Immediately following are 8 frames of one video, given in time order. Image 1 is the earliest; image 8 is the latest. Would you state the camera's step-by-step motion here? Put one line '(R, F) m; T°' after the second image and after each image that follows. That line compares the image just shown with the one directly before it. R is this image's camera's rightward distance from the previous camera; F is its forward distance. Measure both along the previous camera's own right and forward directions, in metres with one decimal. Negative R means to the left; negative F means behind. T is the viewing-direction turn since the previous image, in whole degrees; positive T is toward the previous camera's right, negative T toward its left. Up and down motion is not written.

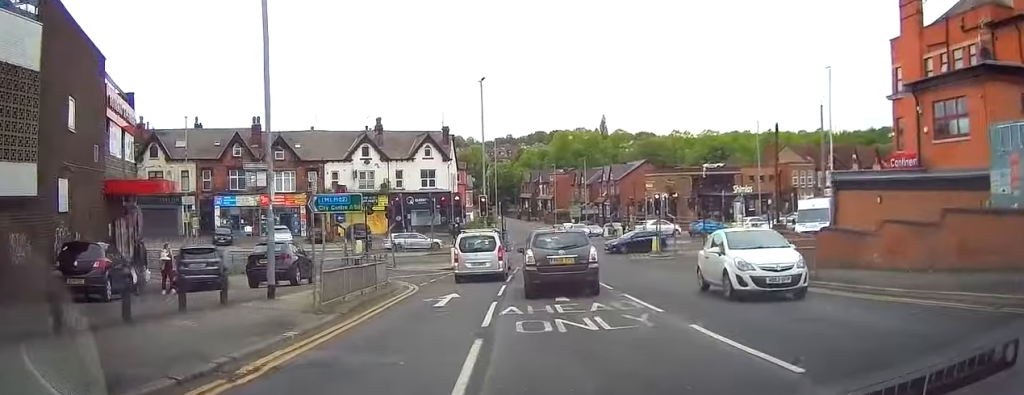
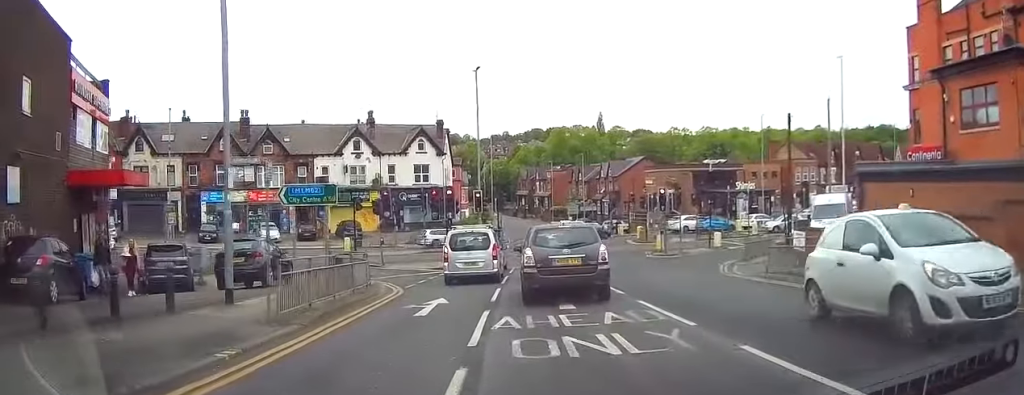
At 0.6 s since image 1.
(-0.3, +1.9) m; -3°
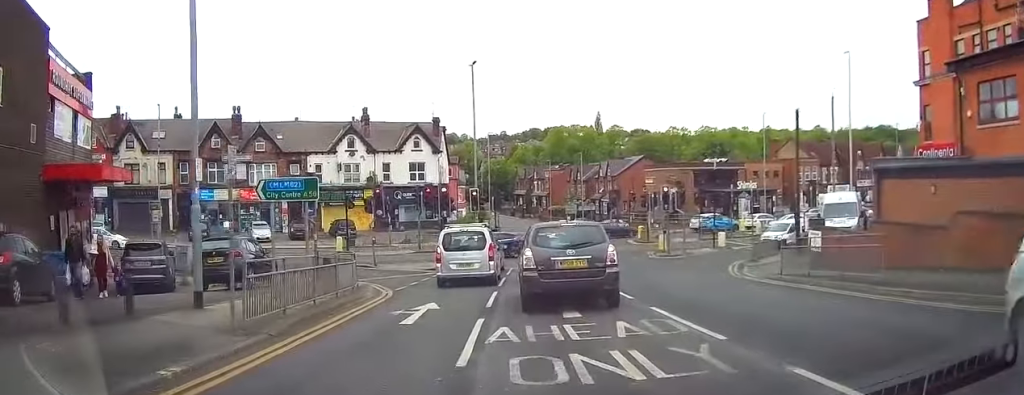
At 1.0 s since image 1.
(-0.1, +1.4) m; -2°
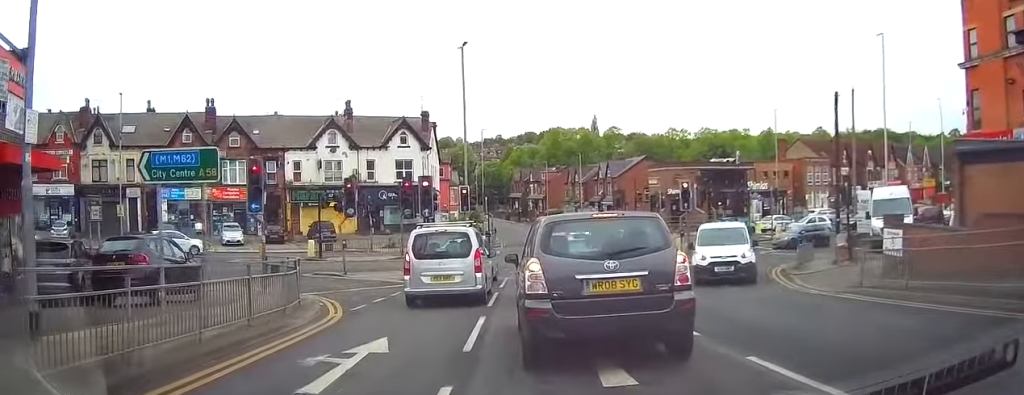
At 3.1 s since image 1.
(+0.8, +4.3) m; +10°
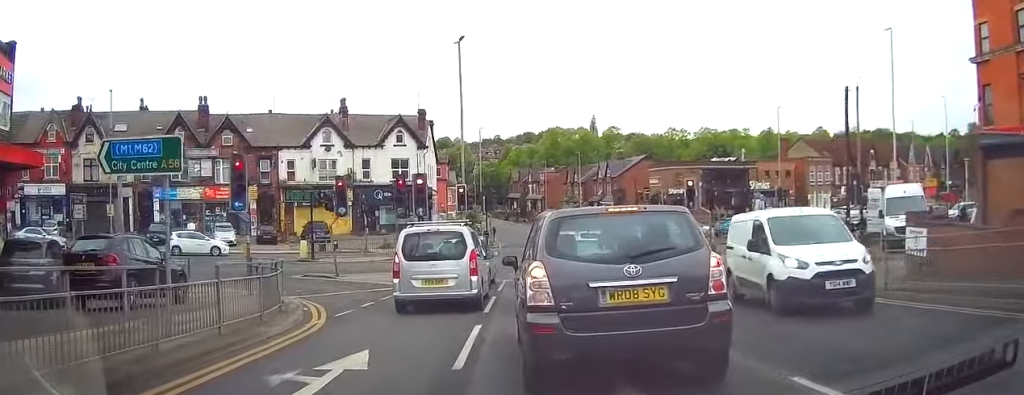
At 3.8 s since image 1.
(-0.1, +0.6) m; 0°
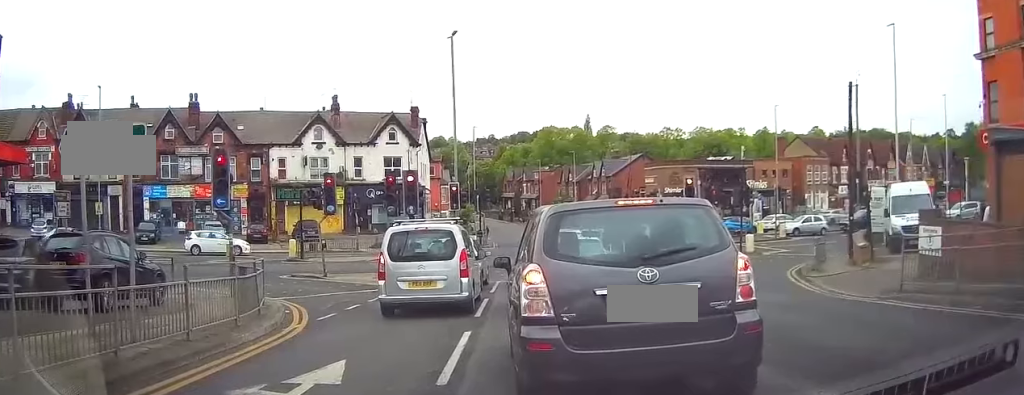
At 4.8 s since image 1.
(-0.2, +0.2) m; 0°
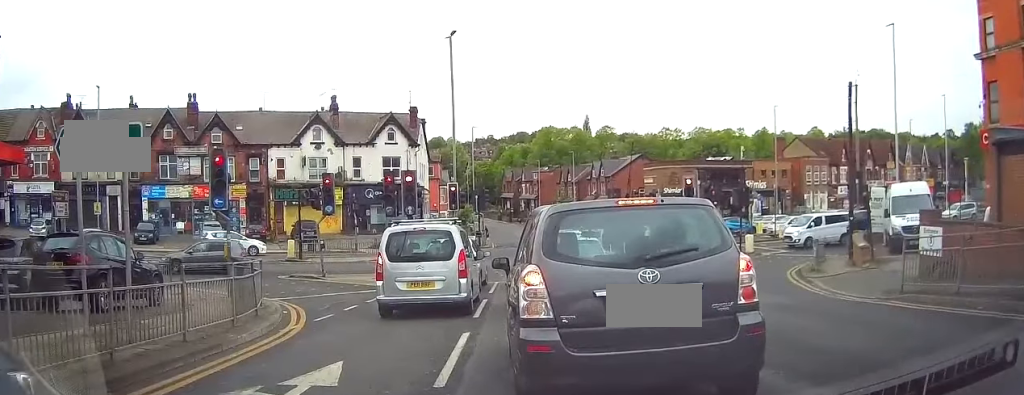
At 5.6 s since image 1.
(0.0, 0.0) m; 0°
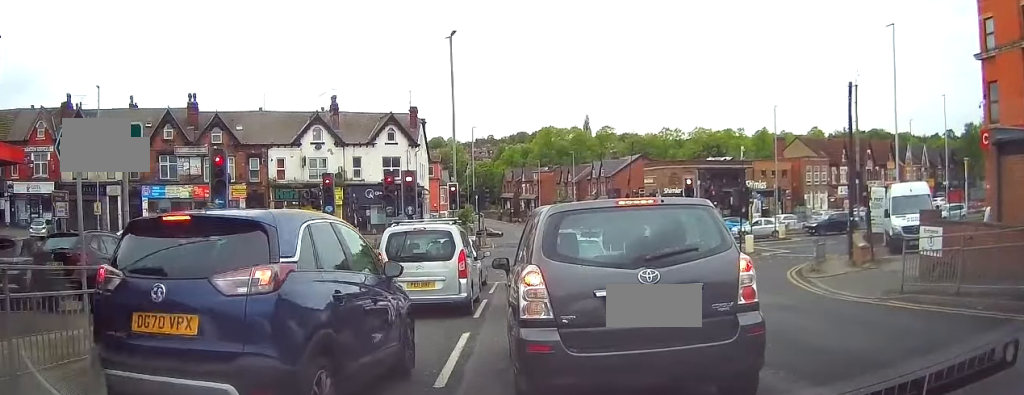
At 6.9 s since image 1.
(0.0, 0.0) m; 0°
